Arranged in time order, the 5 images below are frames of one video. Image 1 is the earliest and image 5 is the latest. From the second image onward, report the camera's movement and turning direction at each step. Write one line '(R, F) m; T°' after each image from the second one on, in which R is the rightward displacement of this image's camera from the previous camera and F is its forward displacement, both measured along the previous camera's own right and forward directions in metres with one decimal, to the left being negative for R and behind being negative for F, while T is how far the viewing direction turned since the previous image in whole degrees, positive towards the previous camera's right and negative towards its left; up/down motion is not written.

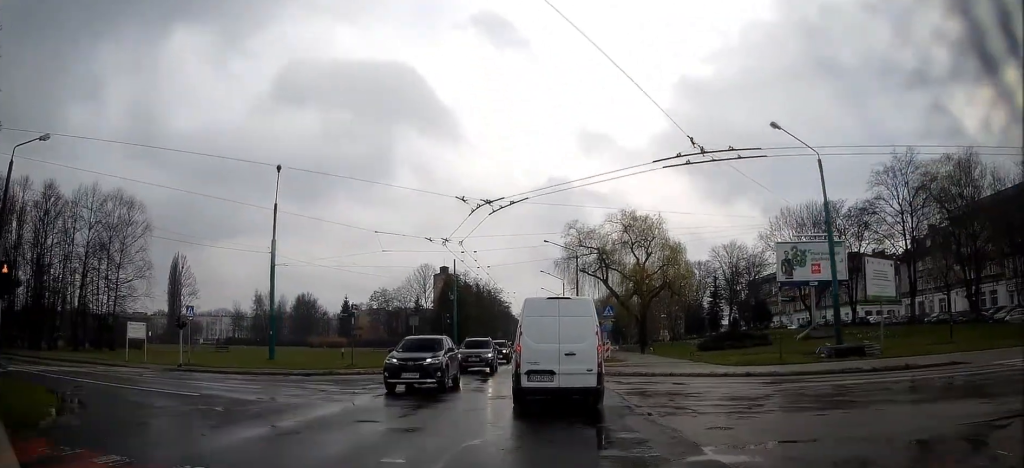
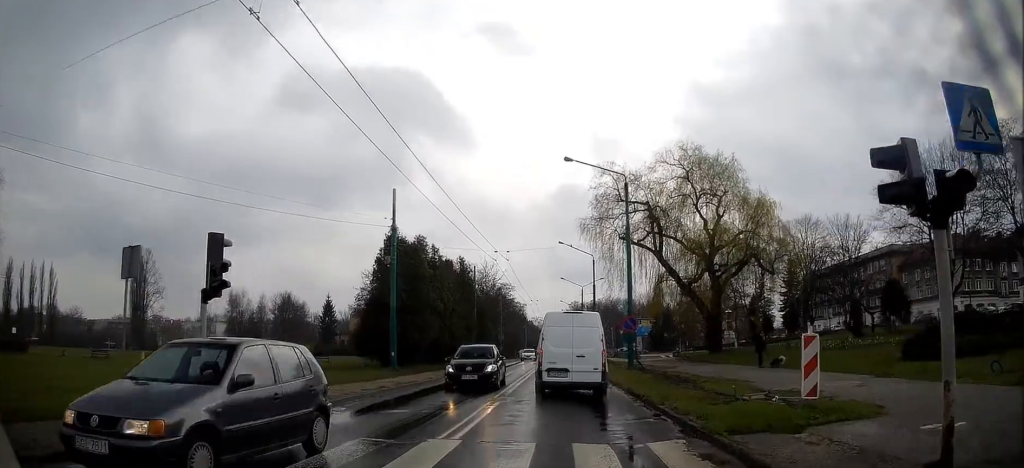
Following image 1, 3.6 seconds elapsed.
(-0.4, +27.8) m; 0°
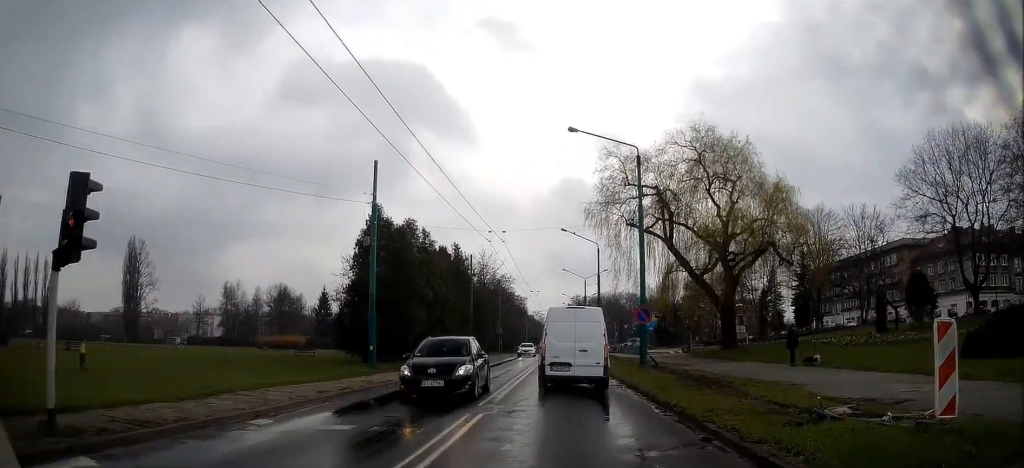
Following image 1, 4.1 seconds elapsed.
(+0.1, +3.7) m; 0°
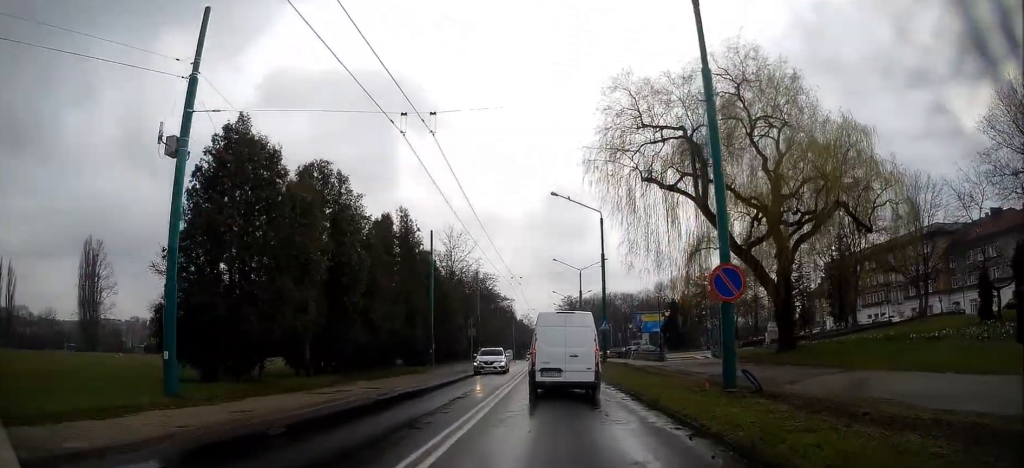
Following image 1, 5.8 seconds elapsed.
(-0.2, +14.6) m; -1°
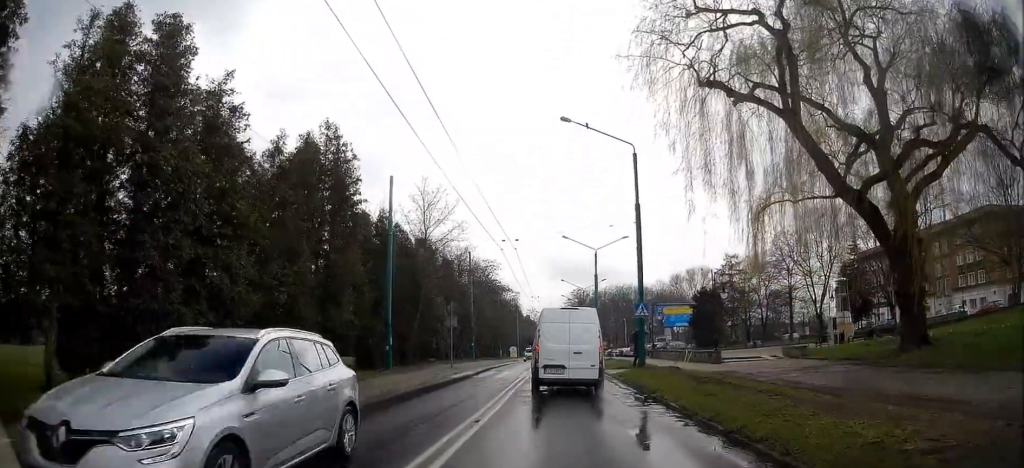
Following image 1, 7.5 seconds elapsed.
(+0.1, +14.0) m; 0°
